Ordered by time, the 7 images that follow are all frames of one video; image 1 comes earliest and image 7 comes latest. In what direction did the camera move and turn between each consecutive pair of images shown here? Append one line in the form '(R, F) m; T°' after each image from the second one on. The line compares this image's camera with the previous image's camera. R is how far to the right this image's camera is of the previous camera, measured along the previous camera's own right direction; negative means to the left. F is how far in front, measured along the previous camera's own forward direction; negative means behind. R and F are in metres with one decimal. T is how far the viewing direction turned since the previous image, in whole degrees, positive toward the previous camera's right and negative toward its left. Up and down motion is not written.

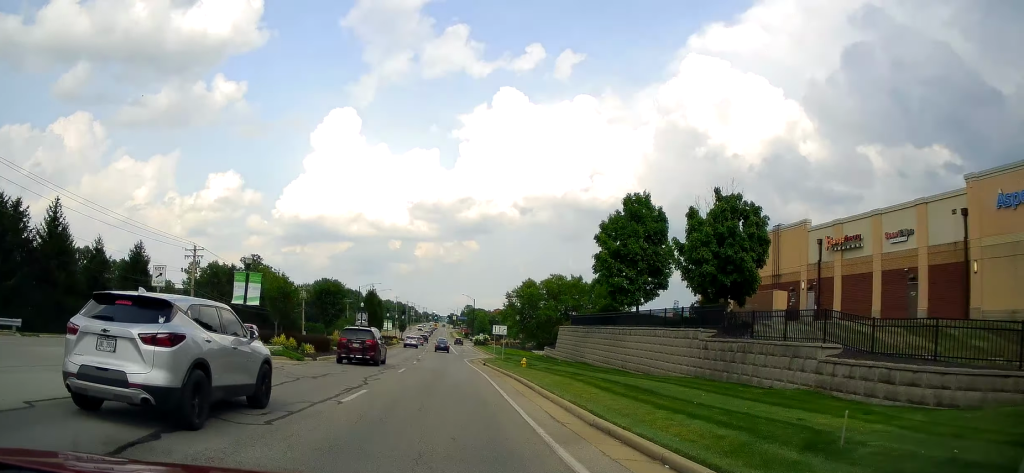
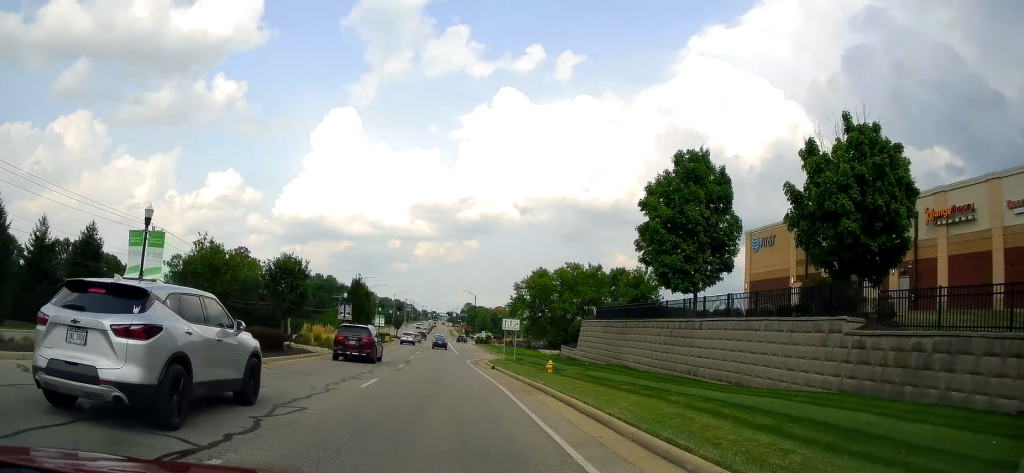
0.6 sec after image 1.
(-0.1, +10.4) m; +1°
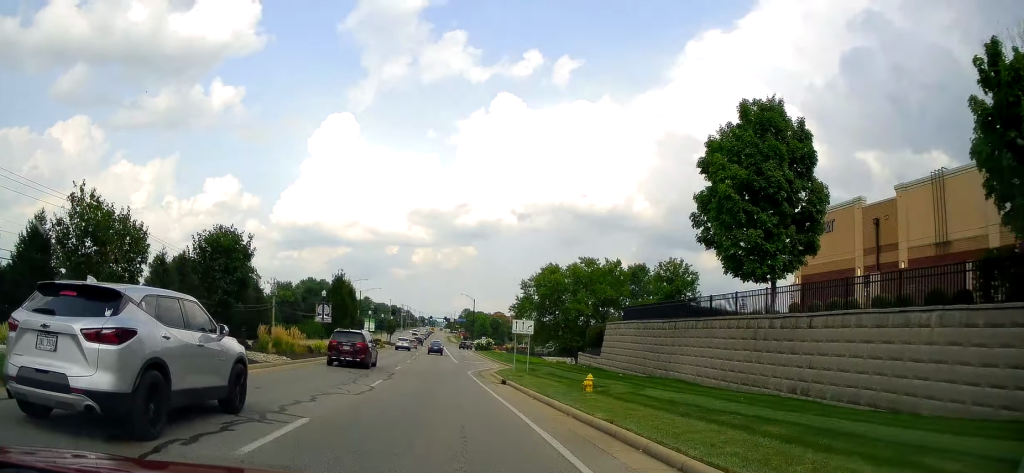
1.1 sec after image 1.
(+0.2, +8.6) m; 0°
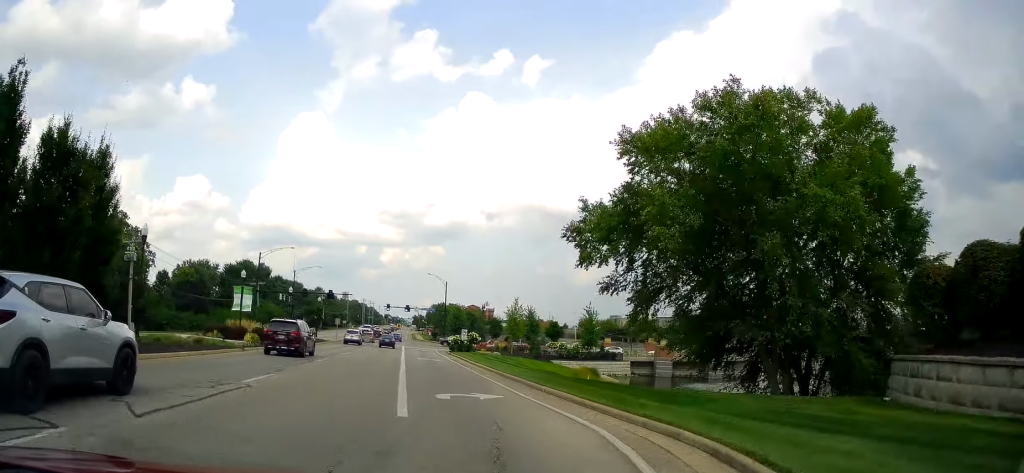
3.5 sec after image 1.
(+0.2, +41.4) m; +2°
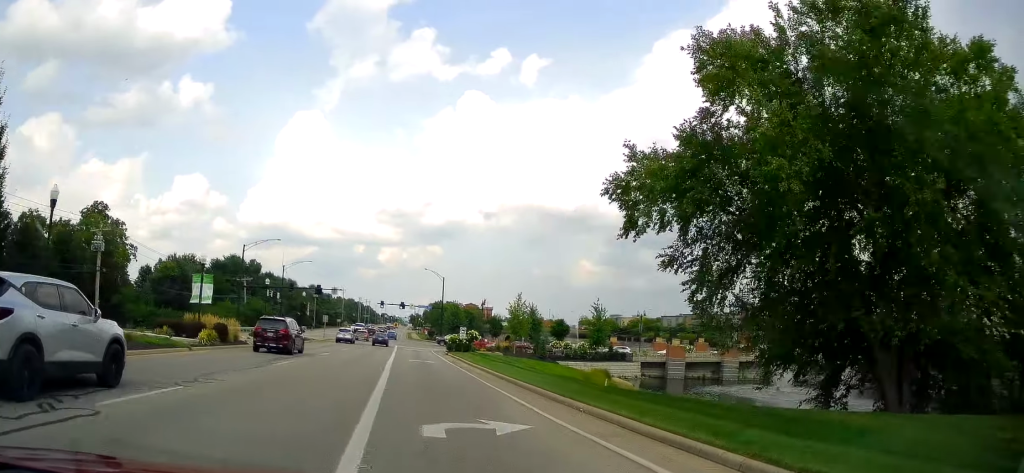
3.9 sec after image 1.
(0.0, +6.6) m; +1°
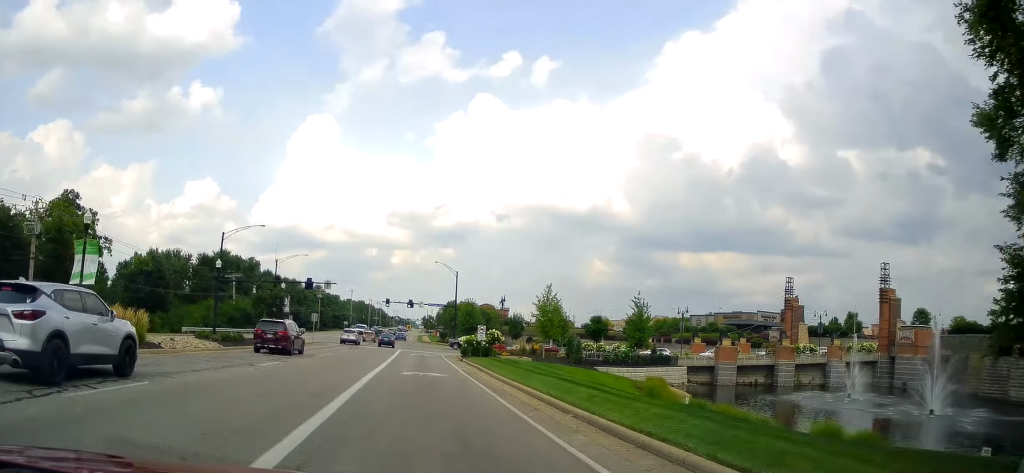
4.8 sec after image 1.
(+0.1, +13.7) m; 0°
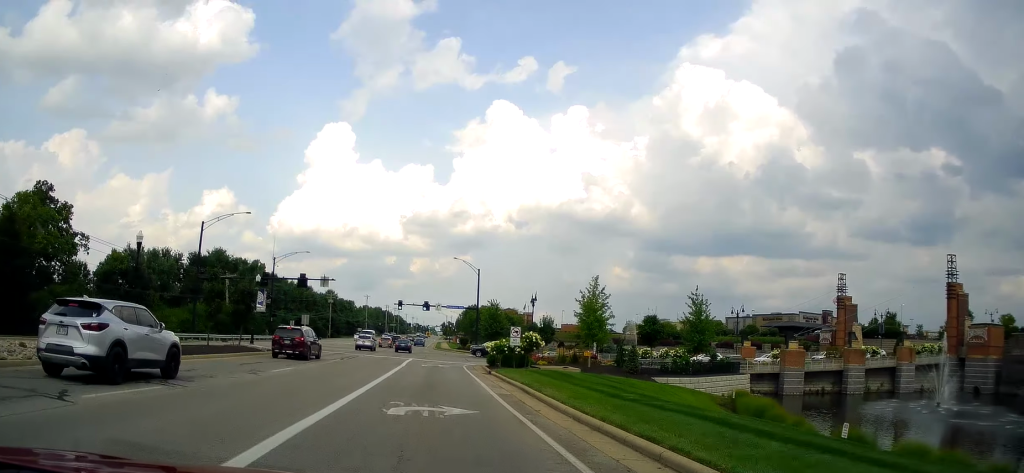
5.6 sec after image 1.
(0.0, +12.9) m; -2°
